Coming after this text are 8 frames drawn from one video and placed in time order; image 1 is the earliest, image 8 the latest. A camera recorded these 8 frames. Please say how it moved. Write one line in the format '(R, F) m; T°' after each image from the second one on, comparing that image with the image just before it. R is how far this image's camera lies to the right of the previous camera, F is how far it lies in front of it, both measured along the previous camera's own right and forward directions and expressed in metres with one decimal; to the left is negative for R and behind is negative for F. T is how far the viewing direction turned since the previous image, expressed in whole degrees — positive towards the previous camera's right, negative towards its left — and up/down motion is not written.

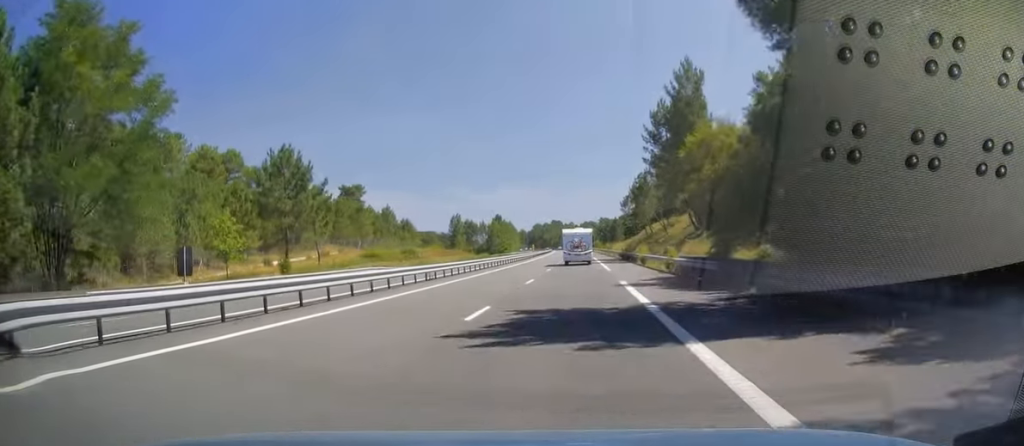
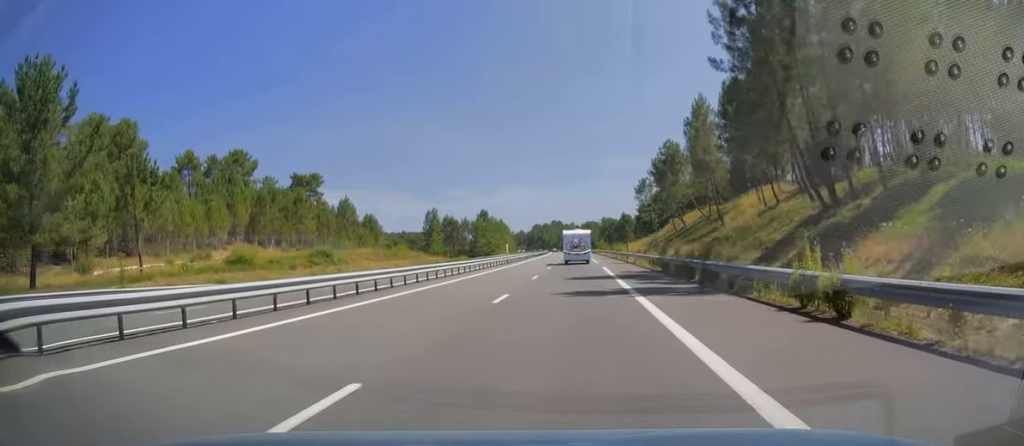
(-0.2, +35.4) m; 0°
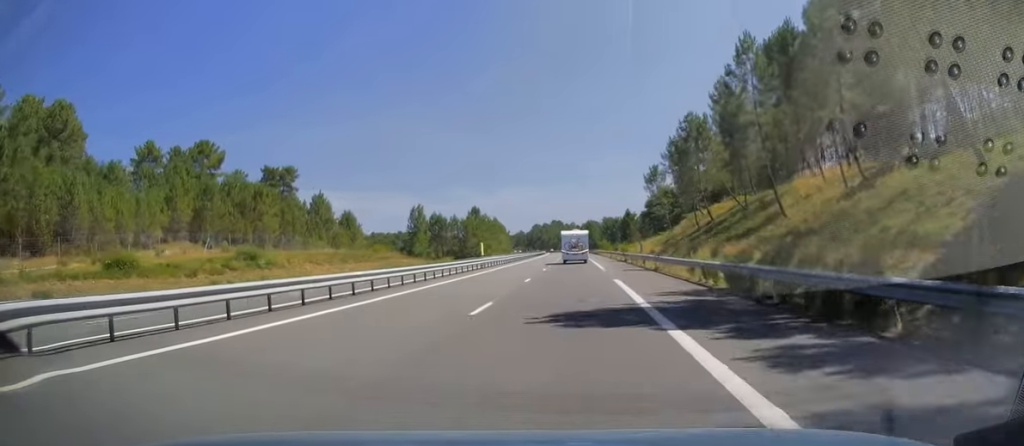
(+0.2, +16.2) m; 0°
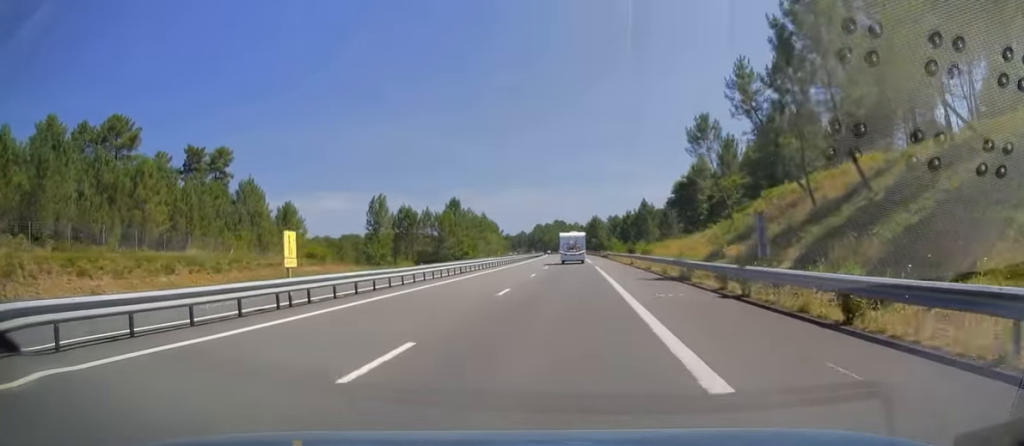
(-0.3, +33.4) m; 0°
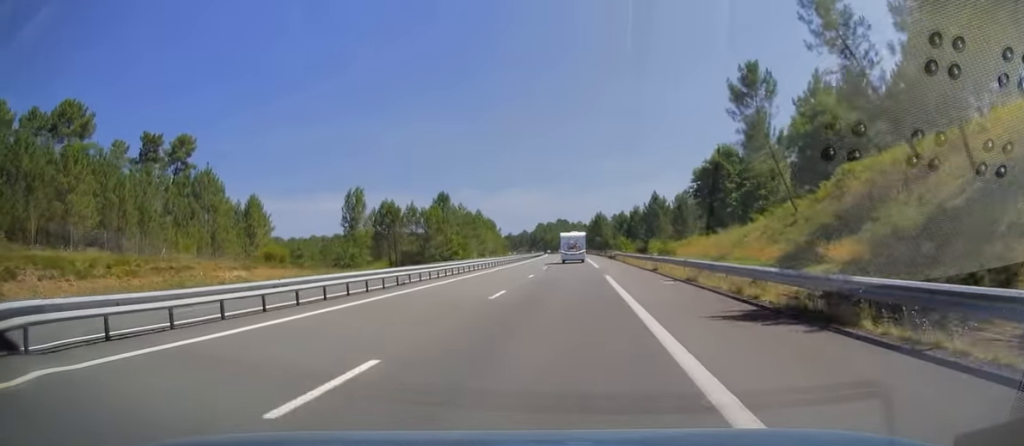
(+0.1, +14.6) m; 0°
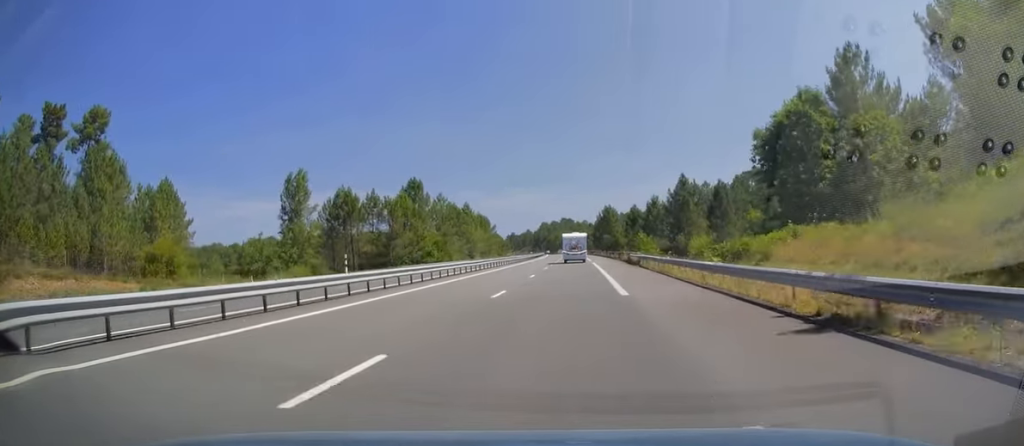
(0.0, +25.9) m; 0°
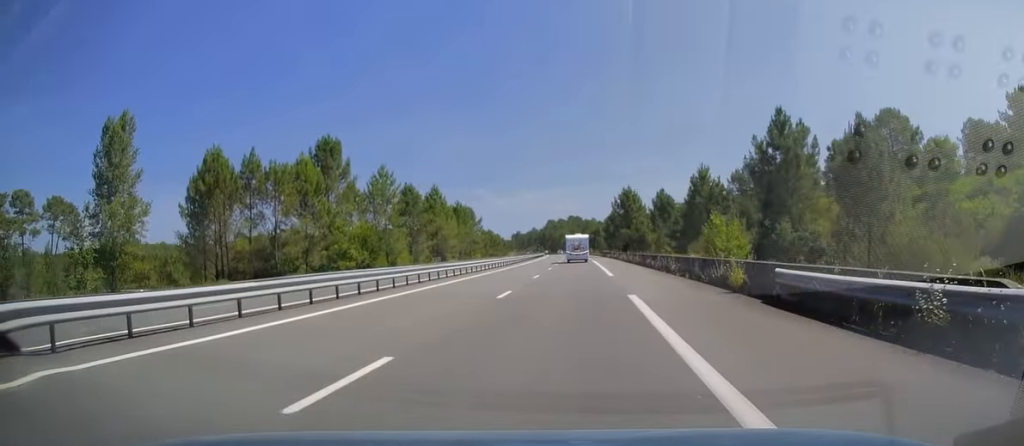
(-0.3, +39.6) m; -1°
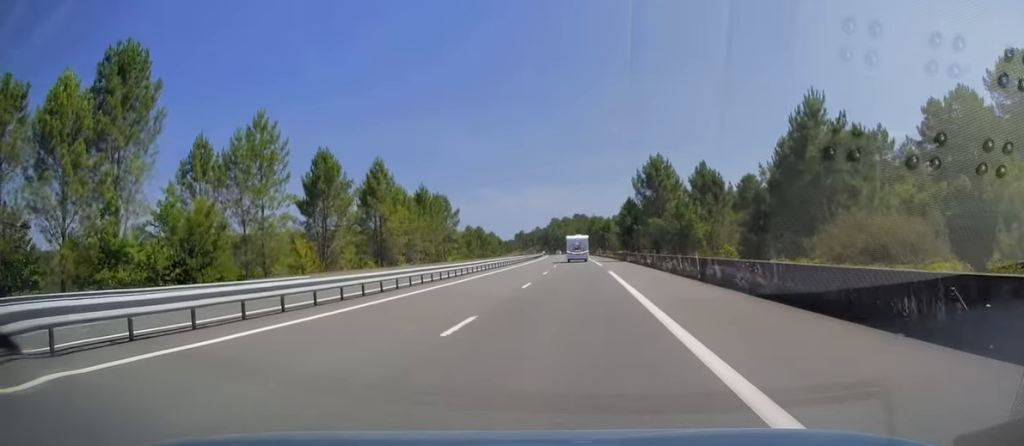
(-0.1, +34.3) m; -1°
